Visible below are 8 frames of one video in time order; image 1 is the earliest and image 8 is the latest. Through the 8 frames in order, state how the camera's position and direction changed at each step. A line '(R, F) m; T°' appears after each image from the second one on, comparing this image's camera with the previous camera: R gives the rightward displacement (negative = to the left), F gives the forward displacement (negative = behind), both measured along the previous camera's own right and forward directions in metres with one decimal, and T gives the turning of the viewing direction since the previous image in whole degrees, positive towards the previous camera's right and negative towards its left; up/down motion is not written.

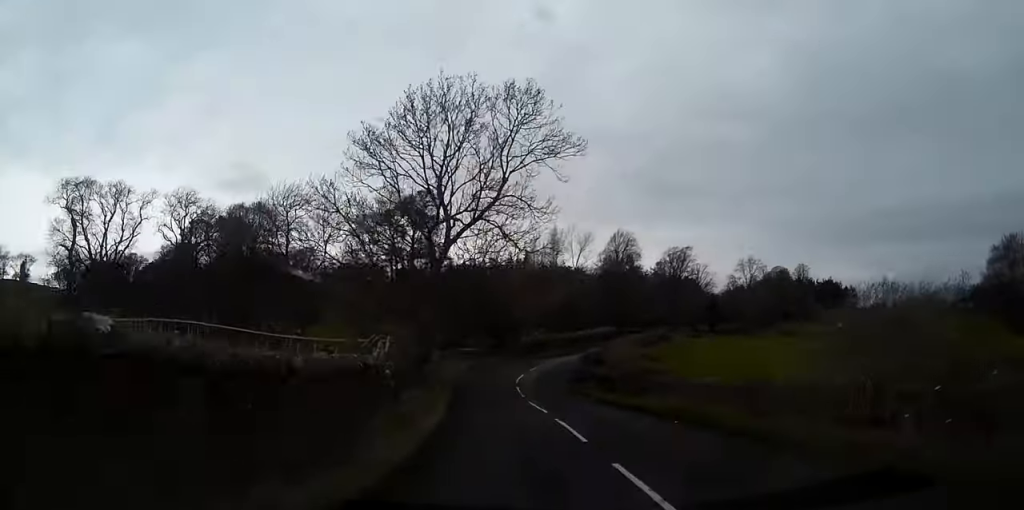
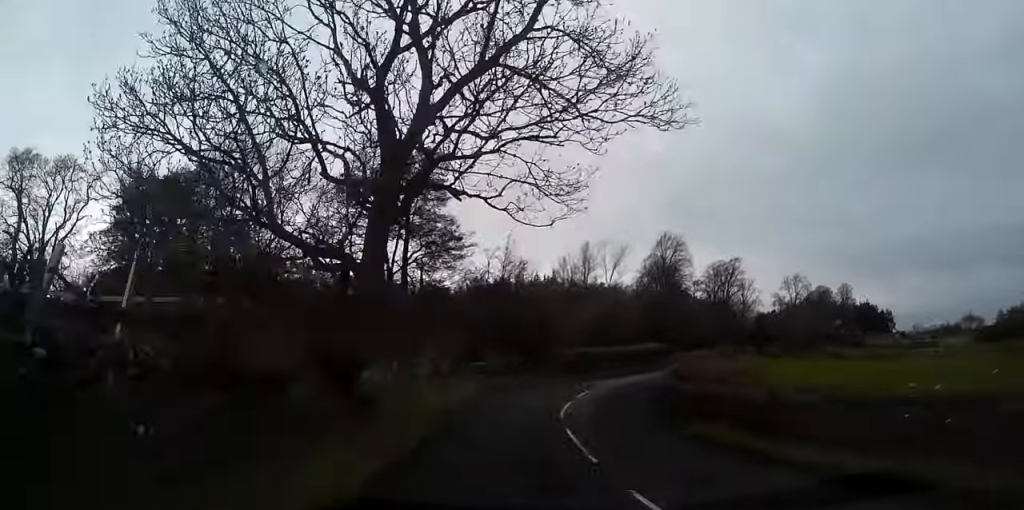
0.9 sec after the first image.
(-0.2, +18.8) m; +1°
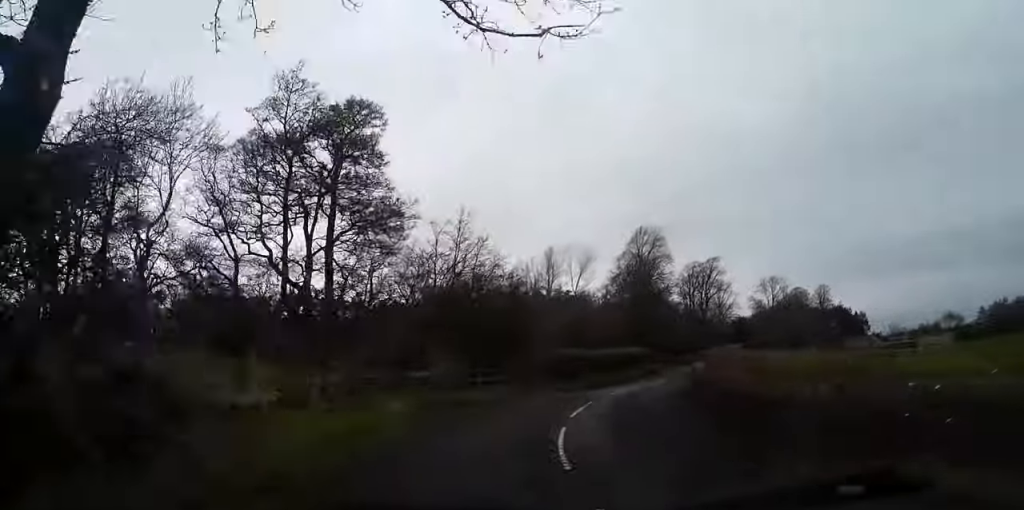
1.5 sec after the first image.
(0.0, +10.7) m; +2°
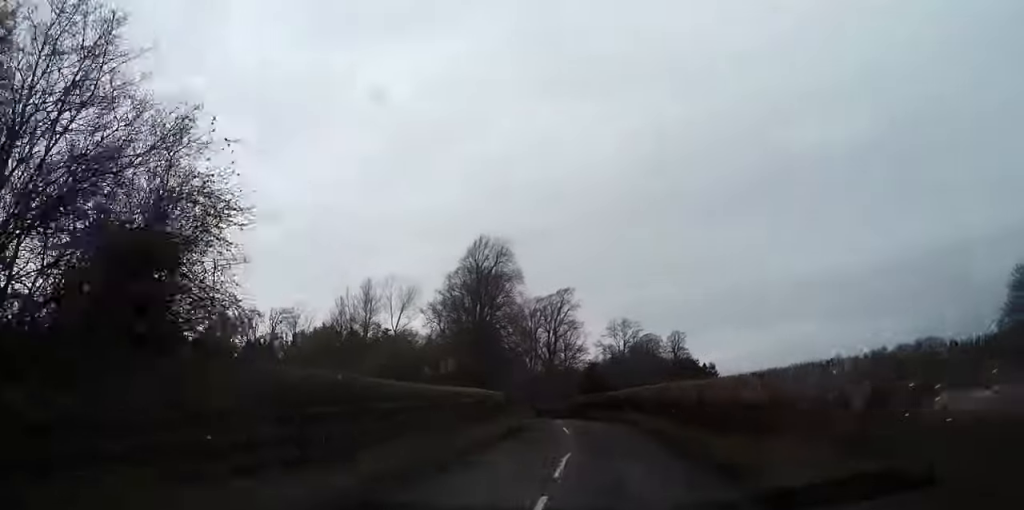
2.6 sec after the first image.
(+1.8, +23.4) m; +9°
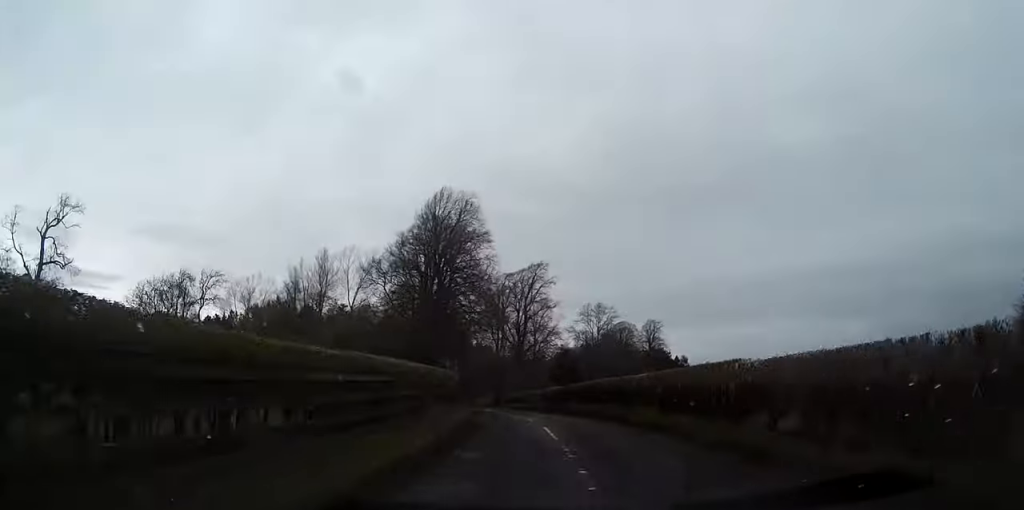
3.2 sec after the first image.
(+0.6, +12.2) m; +4°
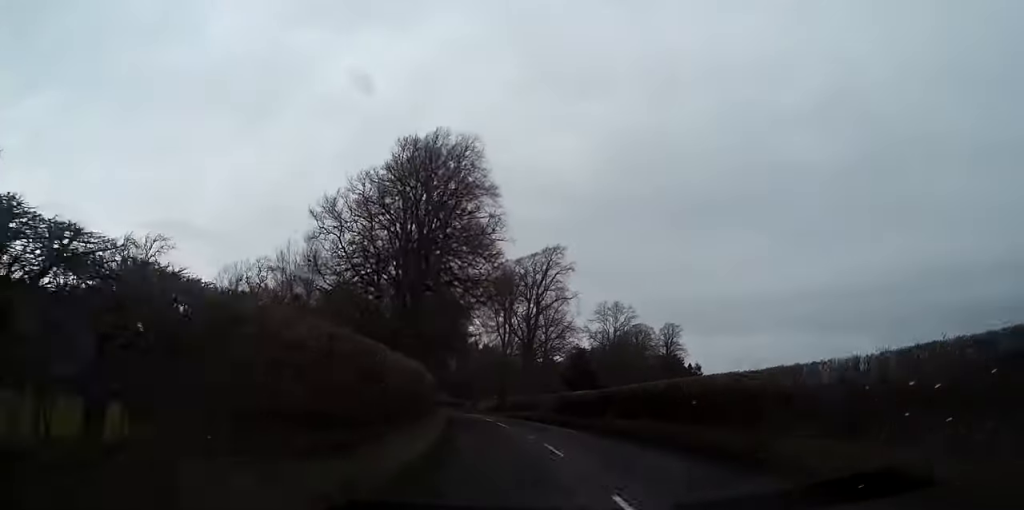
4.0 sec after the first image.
(+0.3, +15.2) m; 0°
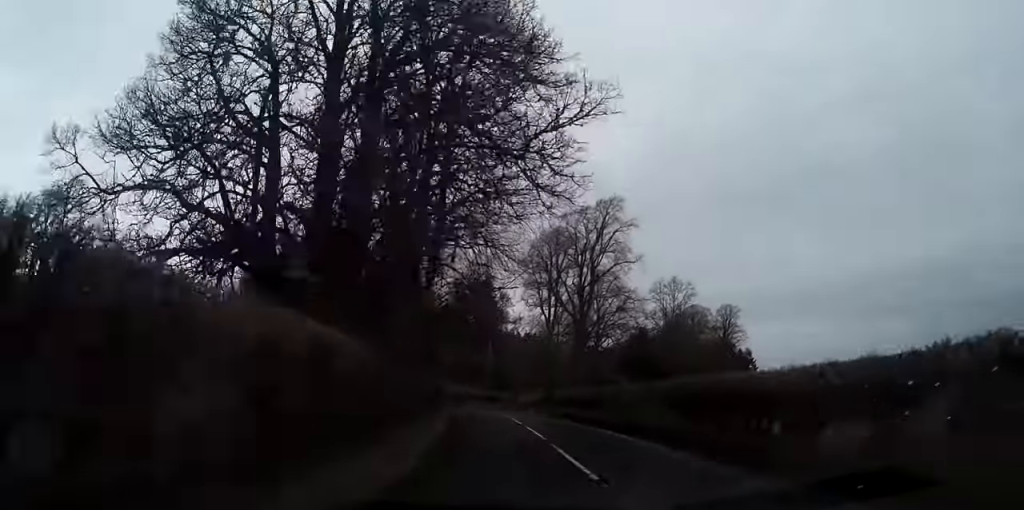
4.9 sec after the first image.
(-0.1, +18.5) m; -2°
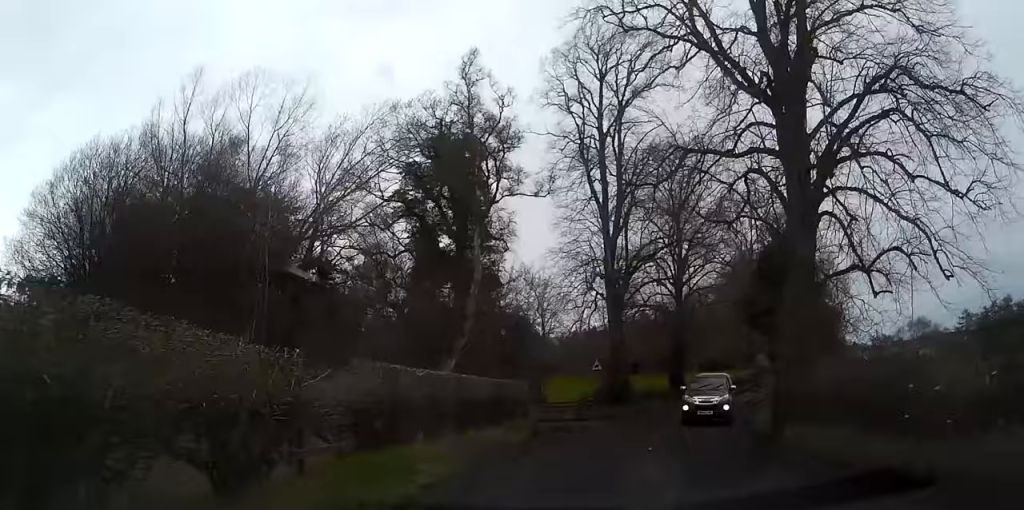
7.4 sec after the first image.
(-1.4, +48.8) m; +3°
